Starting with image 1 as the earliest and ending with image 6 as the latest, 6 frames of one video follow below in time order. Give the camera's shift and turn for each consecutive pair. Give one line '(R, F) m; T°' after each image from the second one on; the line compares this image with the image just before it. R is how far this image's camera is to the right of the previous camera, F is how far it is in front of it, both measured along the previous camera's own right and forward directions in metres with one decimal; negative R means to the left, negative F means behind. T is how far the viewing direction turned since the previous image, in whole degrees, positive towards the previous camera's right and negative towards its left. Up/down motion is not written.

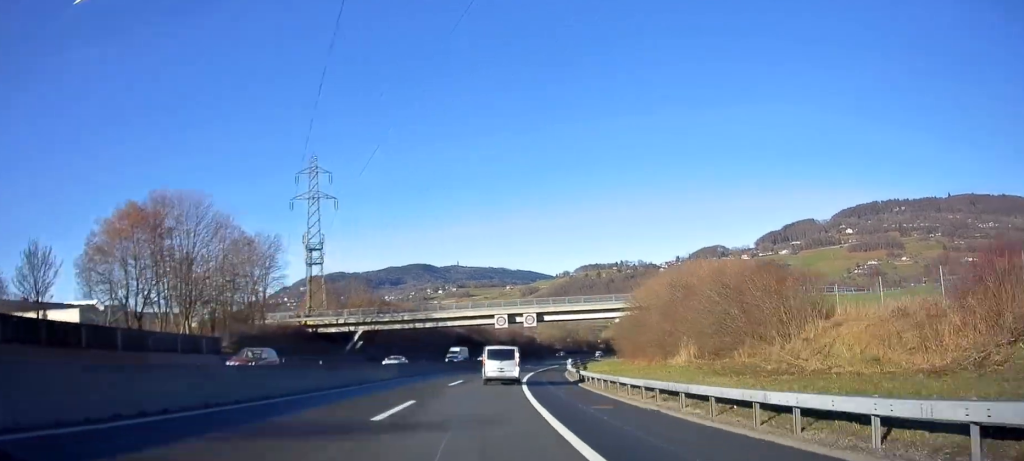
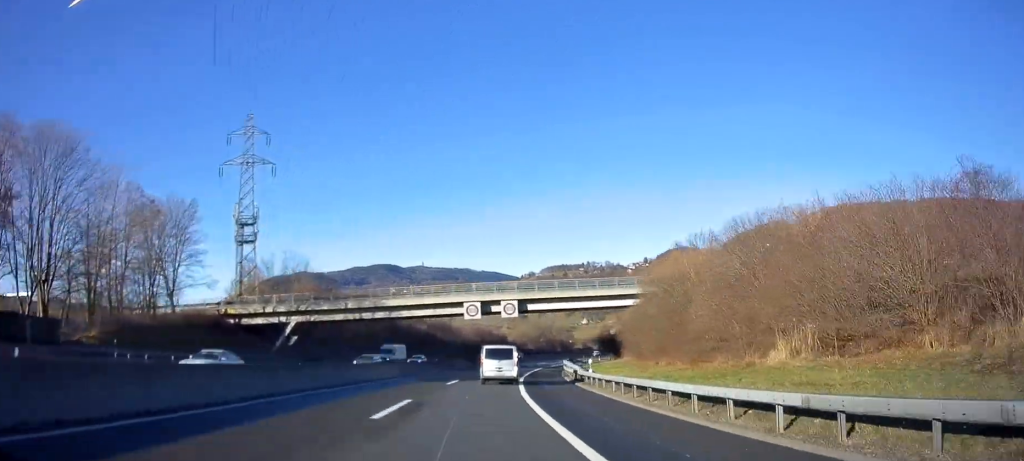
(+0.6, +17.8) m; +3°
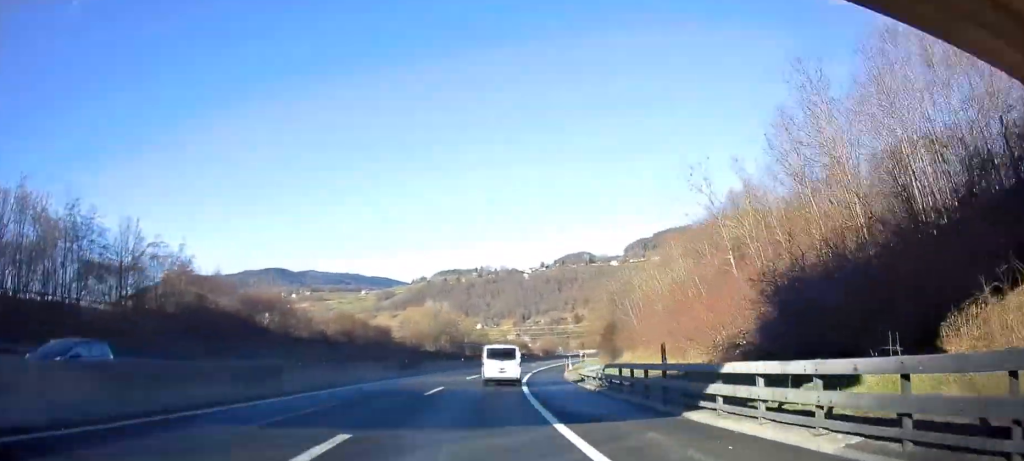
(+5.2, +61.3) m; +9°
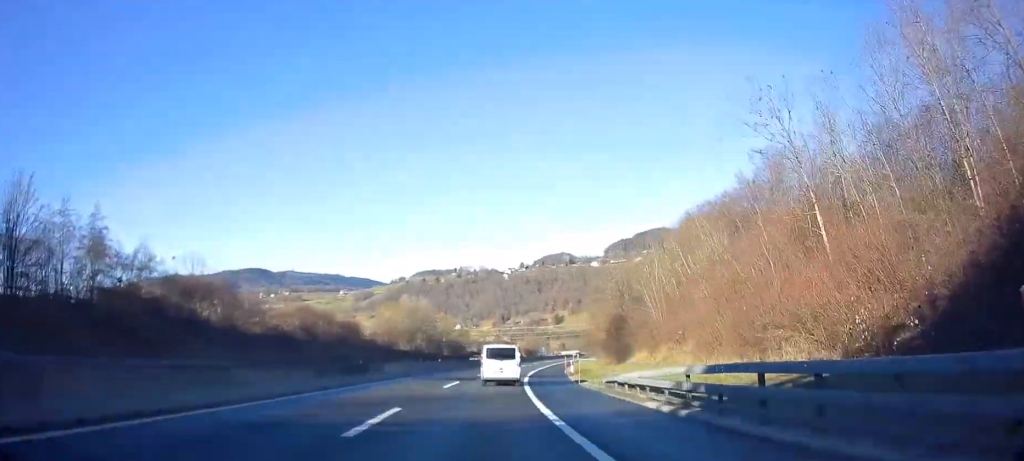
(+0.1, +11.6) m; +2°
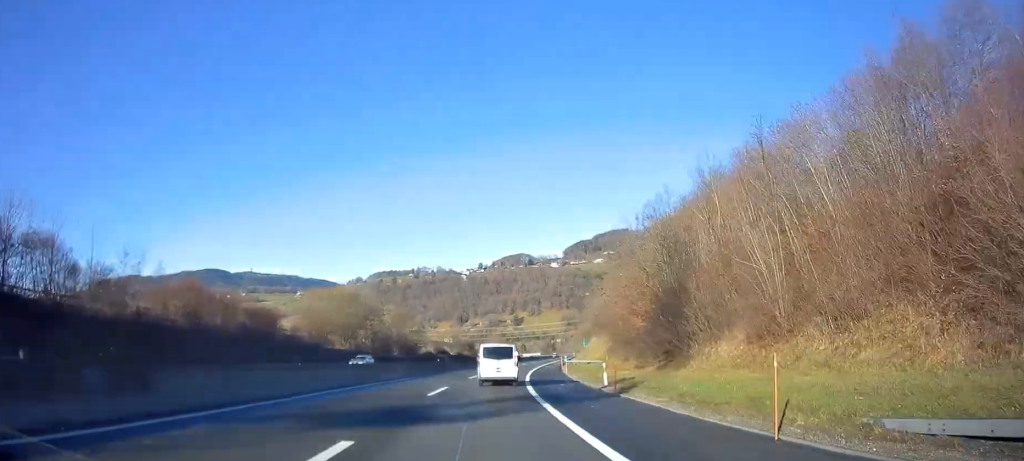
(+0.7, +24.1) m; +5°
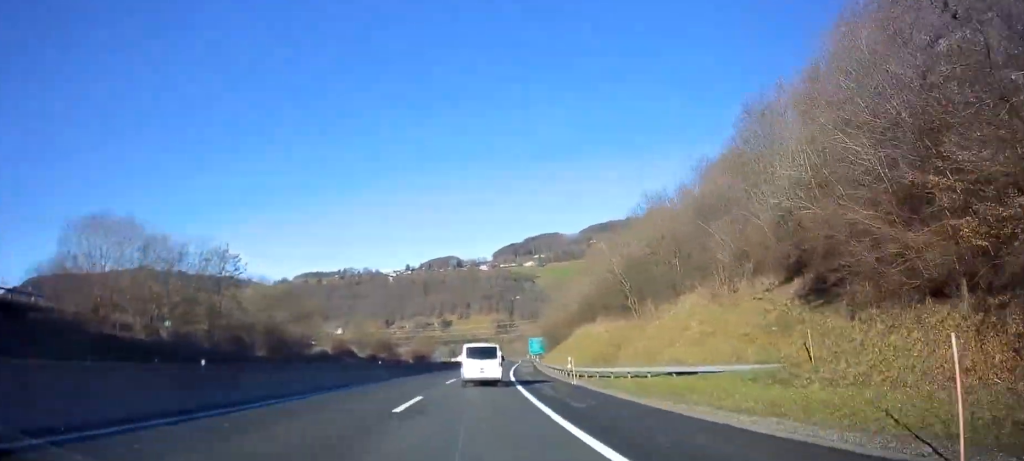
(+3.3, +41.9) m; +7°
